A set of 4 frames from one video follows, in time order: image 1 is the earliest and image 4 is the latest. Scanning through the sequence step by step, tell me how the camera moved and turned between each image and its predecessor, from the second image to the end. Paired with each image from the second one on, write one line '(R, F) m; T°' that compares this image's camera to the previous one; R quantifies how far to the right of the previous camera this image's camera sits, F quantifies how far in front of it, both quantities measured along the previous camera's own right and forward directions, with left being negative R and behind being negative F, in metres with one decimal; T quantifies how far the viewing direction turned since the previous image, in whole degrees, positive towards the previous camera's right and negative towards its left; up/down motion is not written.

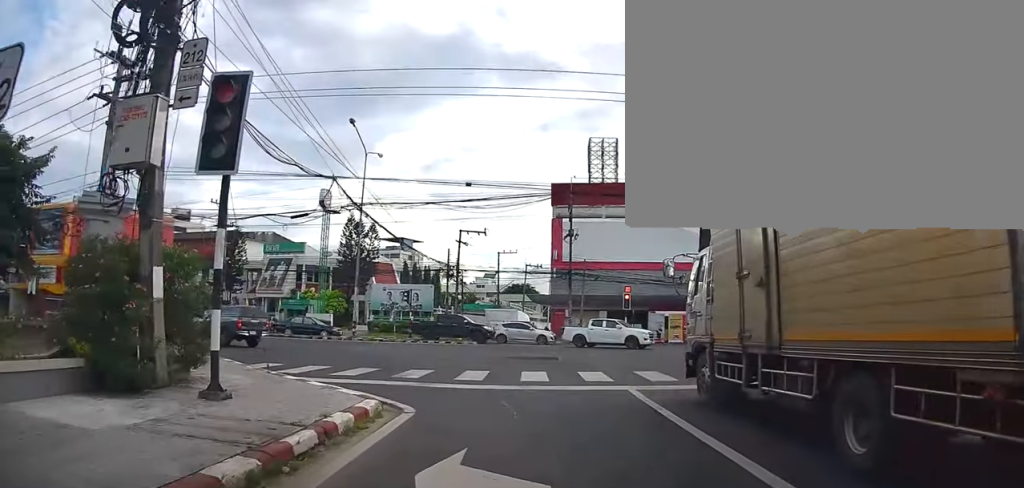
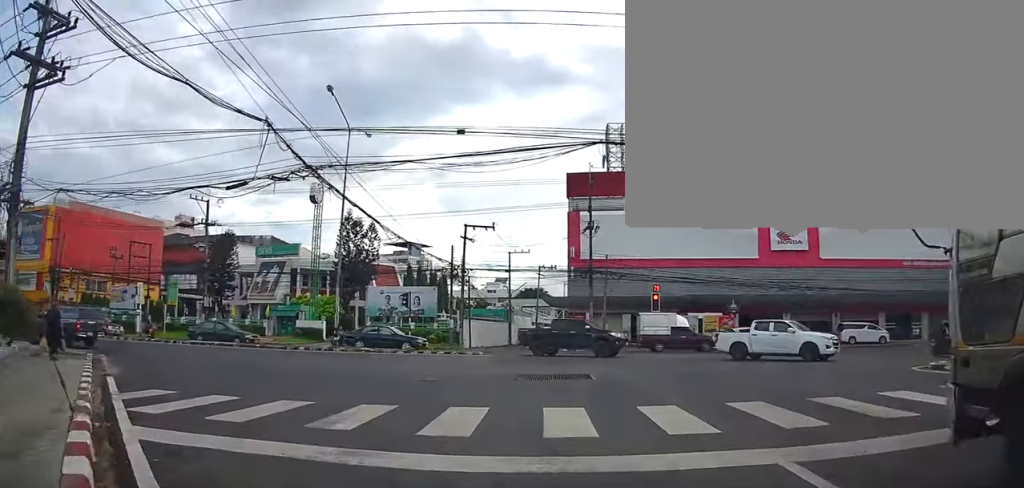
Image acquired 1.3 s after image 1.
(+0.1, +5.7) m; -5°
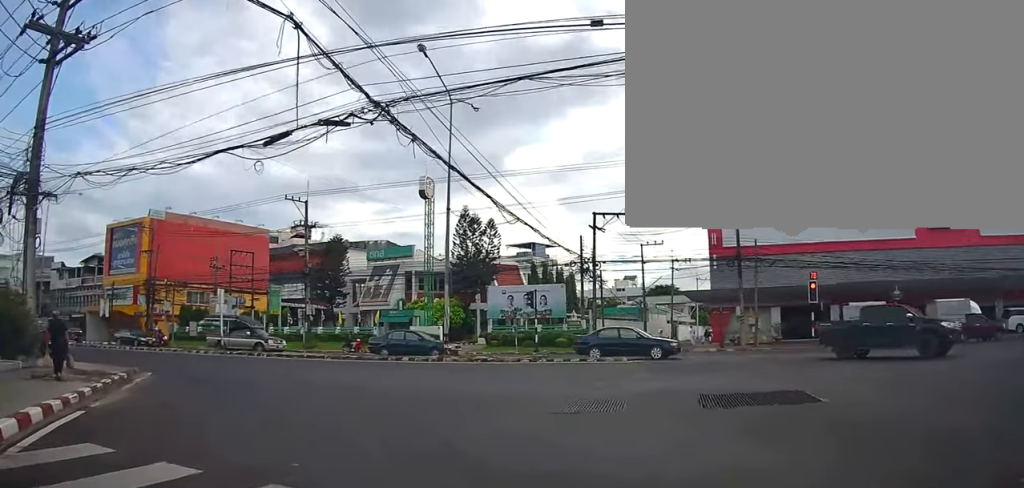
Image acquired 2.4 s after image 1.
(-0.5, +4.9) m; -11°
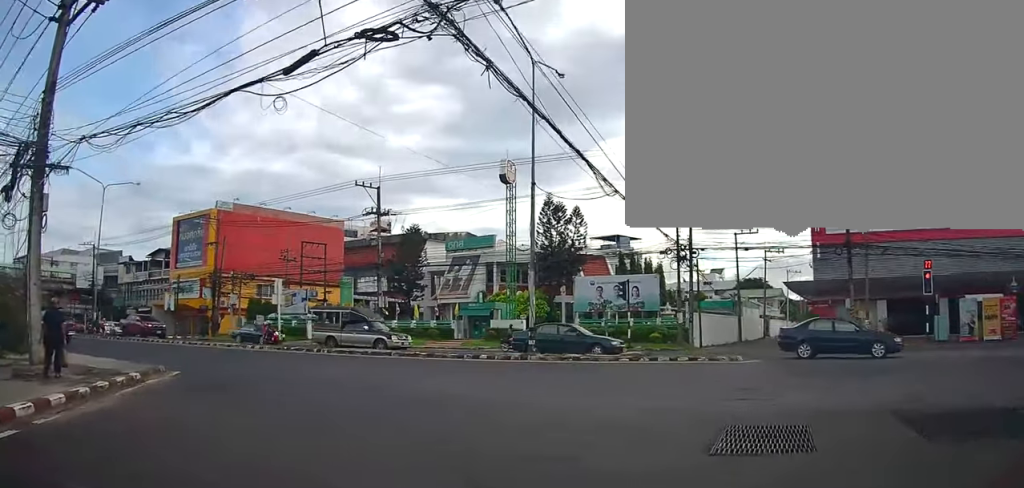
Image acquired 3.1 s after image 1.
(-0.1, +3.1) m; -6°
